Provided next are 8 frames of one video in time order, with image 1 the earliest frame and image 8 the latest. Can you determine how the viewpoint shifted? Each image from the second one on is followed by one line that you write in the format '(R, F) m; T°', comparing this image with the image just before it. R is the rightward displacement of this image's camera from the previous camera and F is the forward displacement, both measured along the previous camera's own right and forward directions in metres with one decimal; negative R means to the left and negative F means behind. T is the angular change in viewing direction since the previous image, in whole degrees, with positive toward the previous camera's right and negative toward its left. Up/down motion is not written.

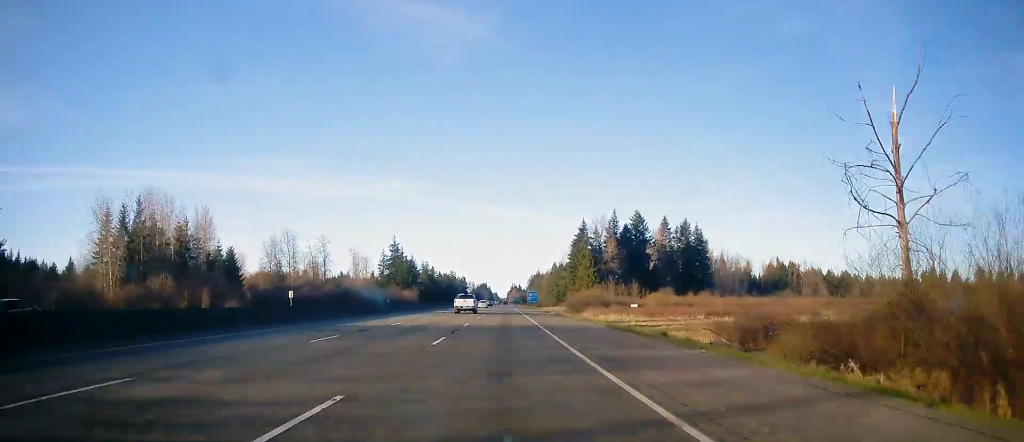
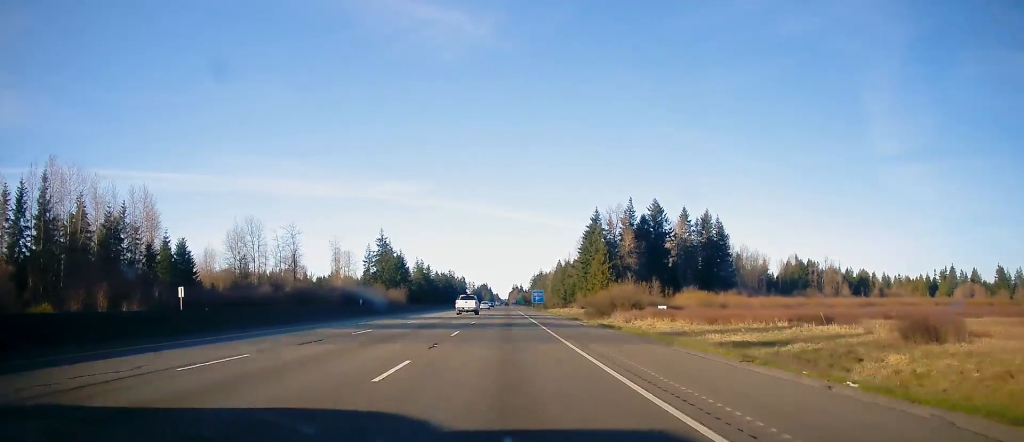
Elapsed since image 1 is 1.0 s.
(-0.4, +32.2) m; 0°
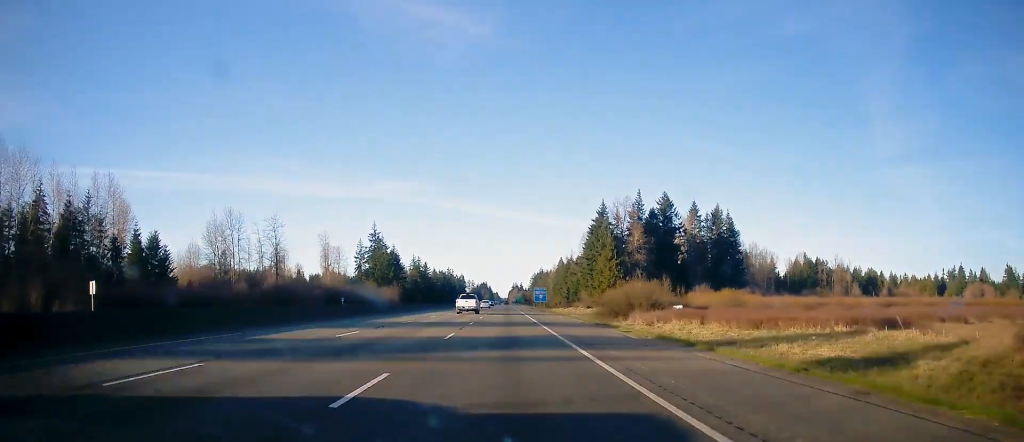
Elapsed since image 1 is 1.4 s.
(+0.2, +14.4) m; 0°
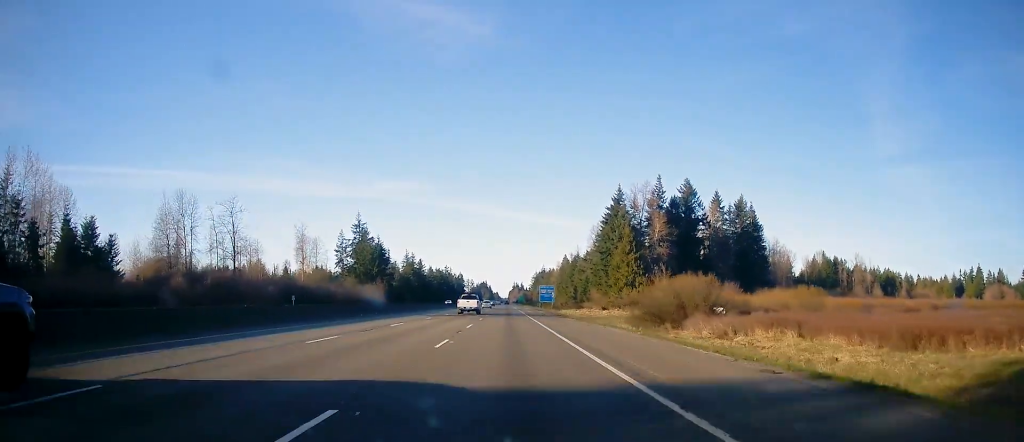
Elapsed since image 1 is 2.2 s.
(+0.1, +27.7) m; 0°
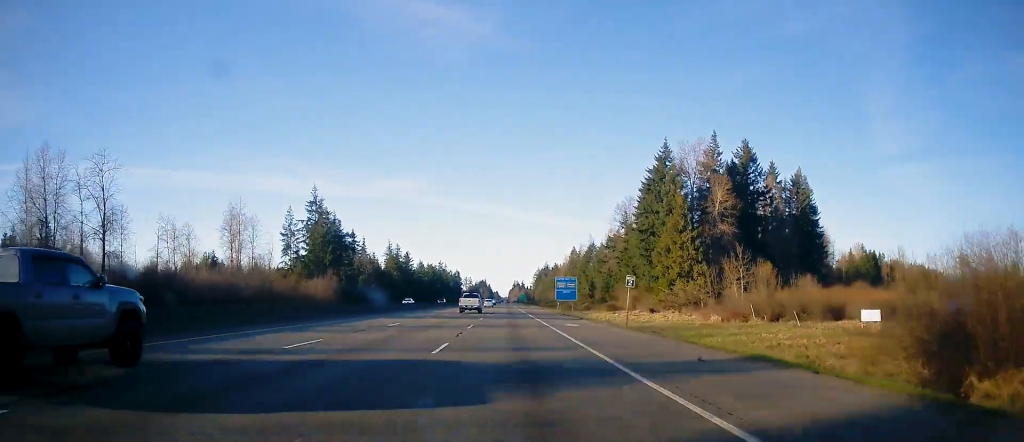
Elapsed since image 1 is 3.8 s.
(0.0, +51.1) m; 0°
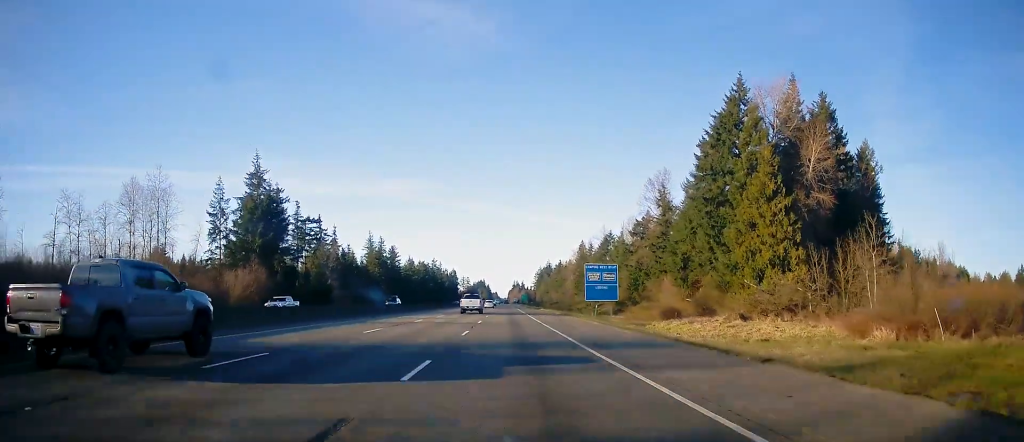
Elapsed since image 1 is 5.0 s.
(-0.2, +41.1) m; 0°
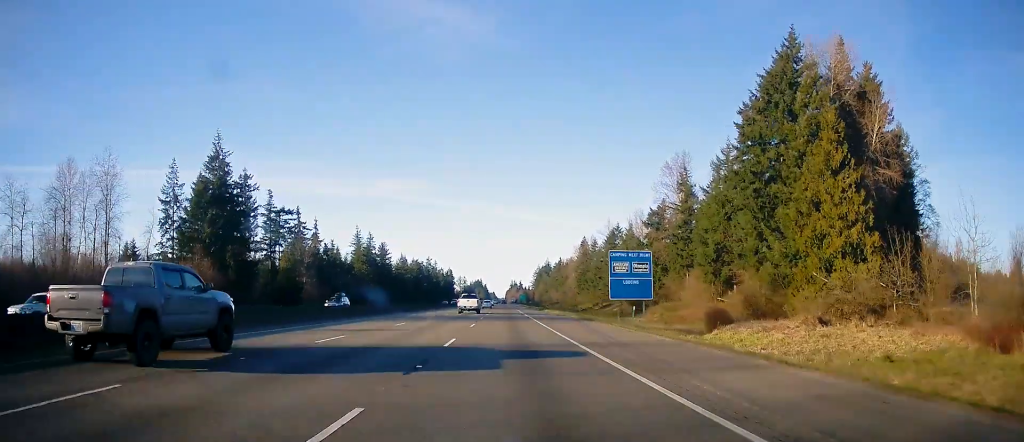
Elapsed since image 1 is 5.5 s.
(+0.1, +17.8) m; 0°
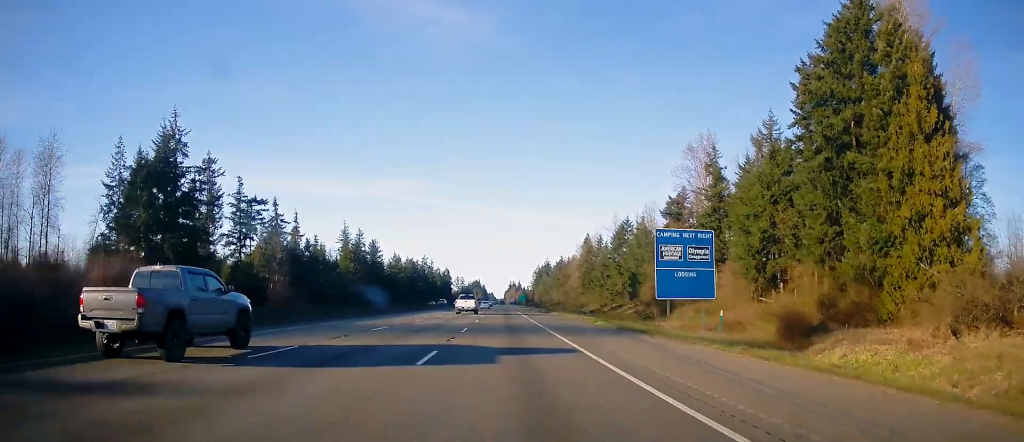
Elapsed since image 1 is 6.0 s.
(0.0, +16.7) m; 0°
